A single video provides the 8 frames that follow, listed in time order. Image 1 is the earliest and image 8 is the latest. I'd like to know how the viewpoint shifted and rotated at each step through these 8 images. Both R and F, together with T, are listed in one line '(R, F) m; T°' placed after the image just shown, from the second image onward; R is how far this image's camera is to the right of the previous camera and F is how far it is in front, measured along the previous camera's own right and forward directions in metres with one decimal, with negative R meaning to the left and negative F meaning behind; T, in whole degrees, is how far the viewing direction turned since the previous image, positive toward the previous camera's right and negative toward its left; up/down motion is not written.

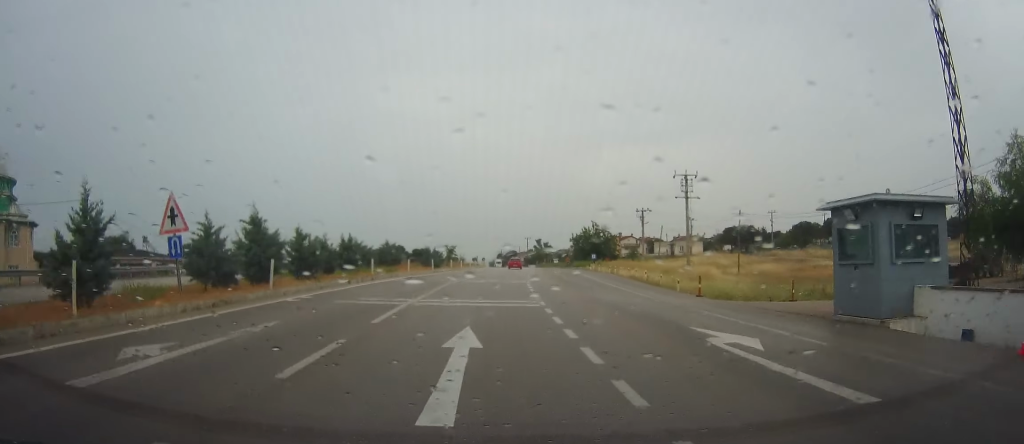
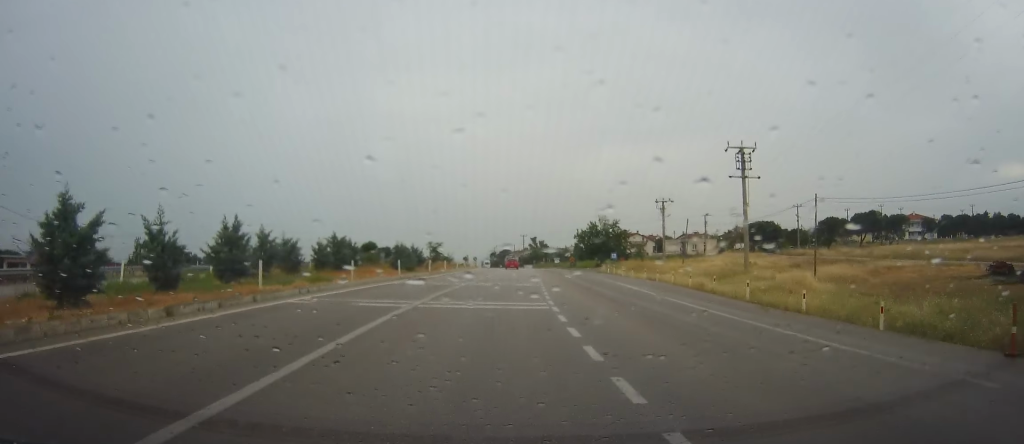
(0.0, +17.5) m; -1°
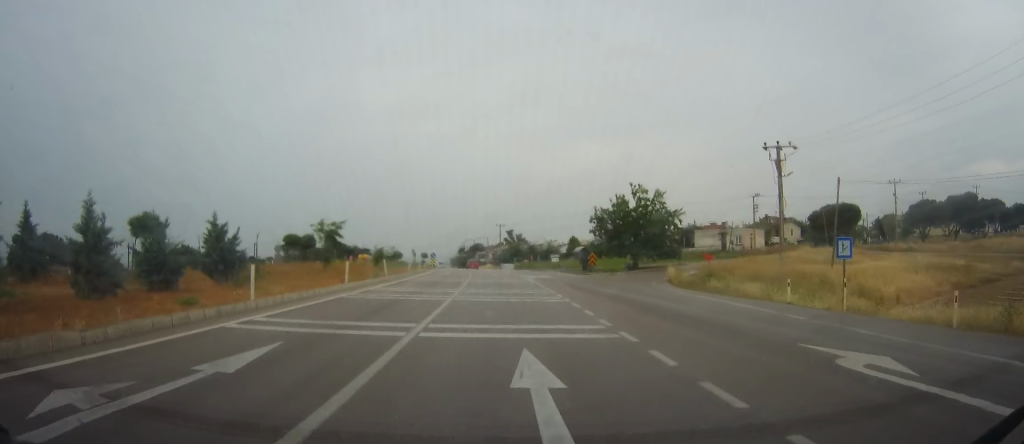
(0.0, +46.9) m; +1°
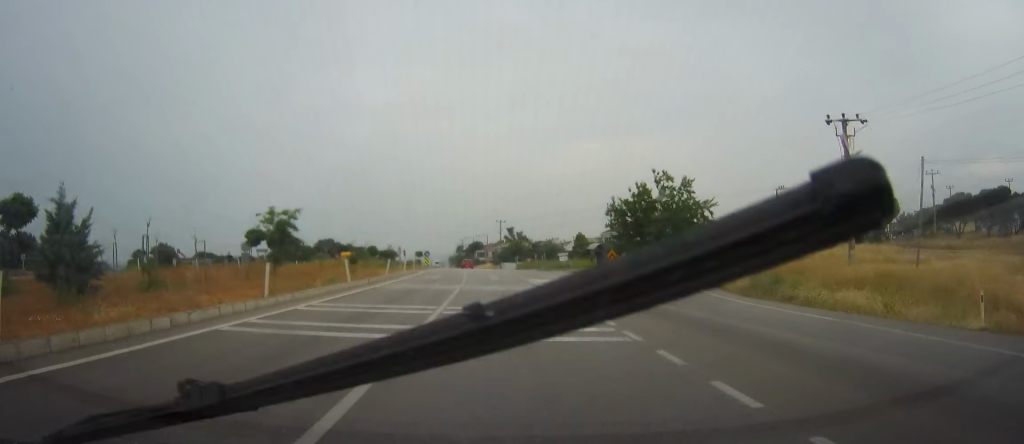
(0.0, +10.2) m; 0°
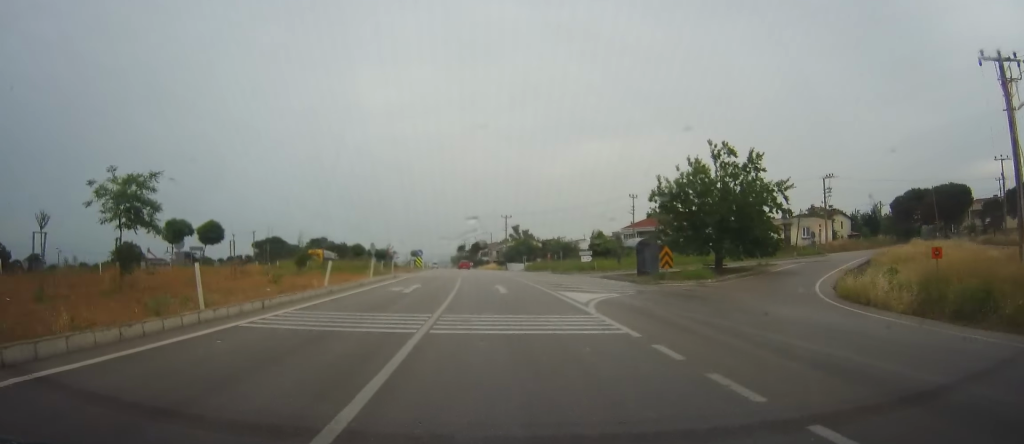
(0.0, +15.3) m; 0°
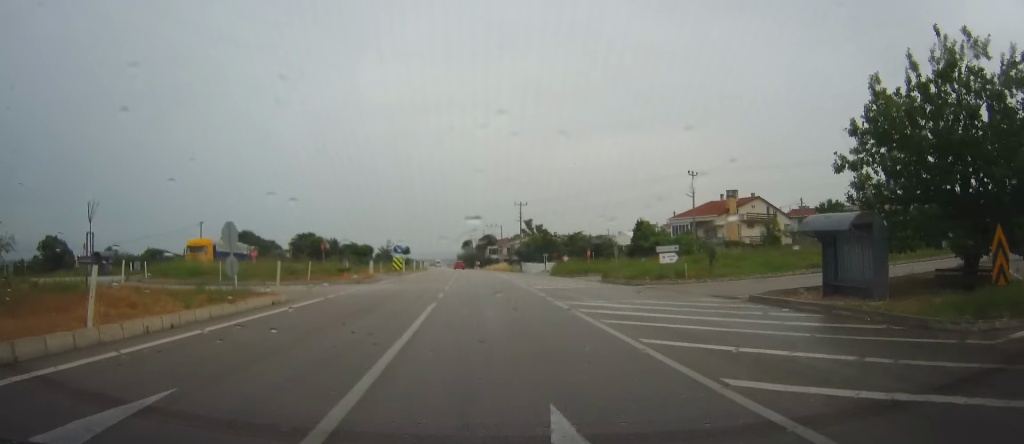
(0.0, +26.7) m; -1°
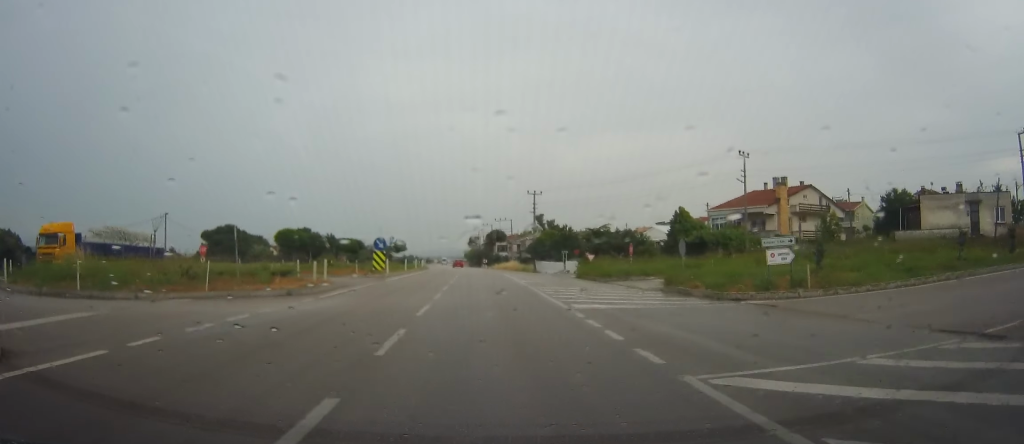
(-0.3, +12.9) m; 0°
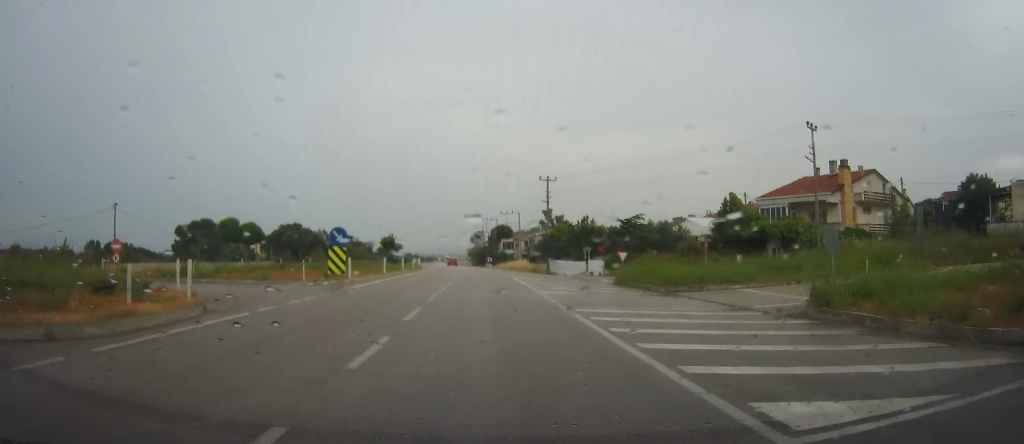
(-0.1, +13.4) m; 0°
